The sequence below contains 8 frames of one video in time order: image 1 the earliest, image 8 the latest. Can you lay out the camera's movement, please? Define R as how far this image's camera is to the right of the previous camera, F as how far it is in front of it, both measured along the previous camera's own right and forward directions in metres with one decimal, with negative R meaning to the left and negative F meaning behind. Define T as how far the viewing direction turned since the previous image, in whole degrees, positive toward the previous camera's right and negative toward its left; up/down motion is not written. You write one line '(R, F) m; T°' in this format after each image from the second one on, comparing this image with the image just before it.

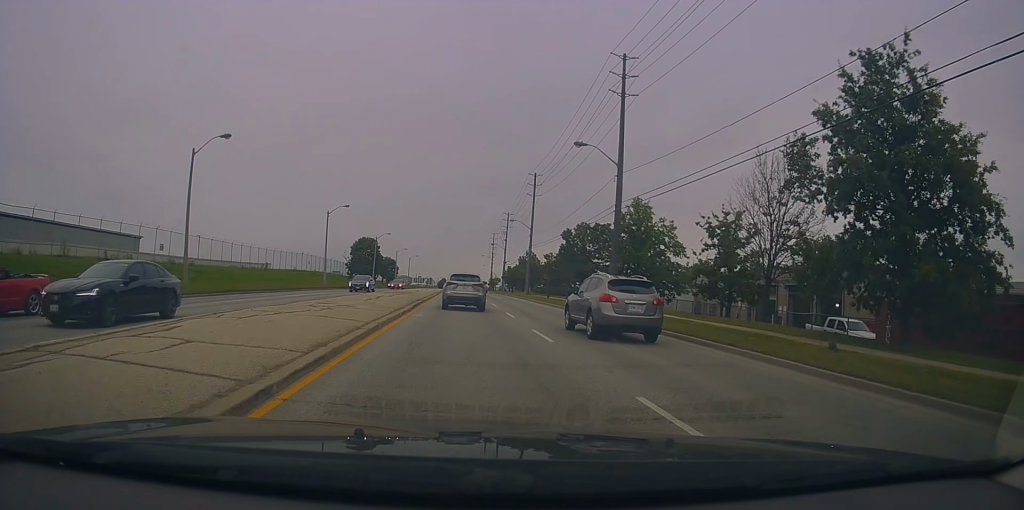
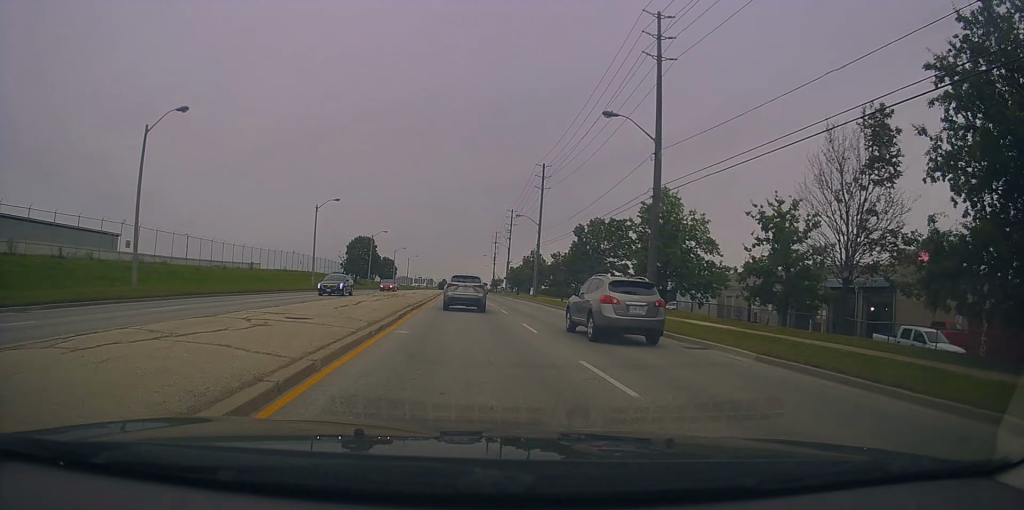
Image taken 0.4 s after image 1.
(+0.1, +6.0) m; +1°
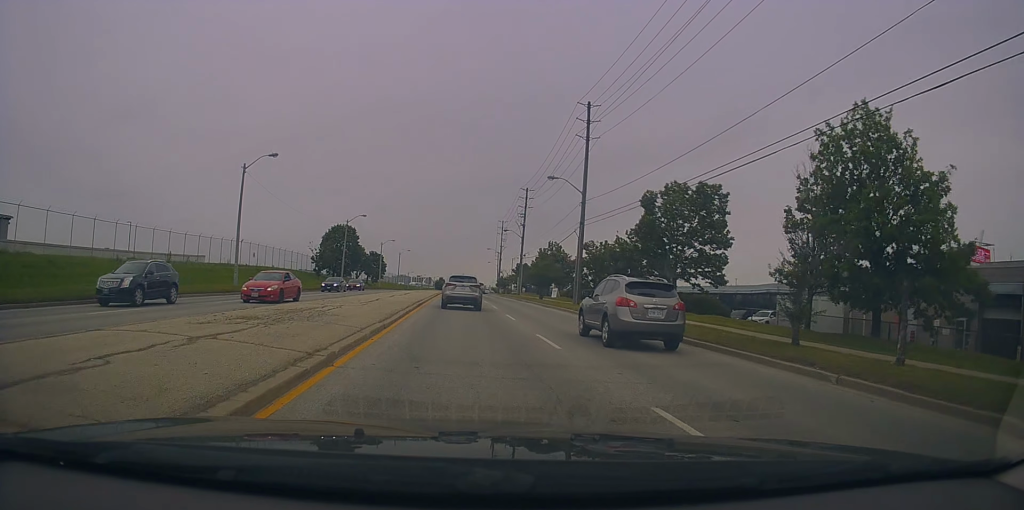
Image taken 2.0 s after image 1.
(-0.2, +22.1) m; 0°
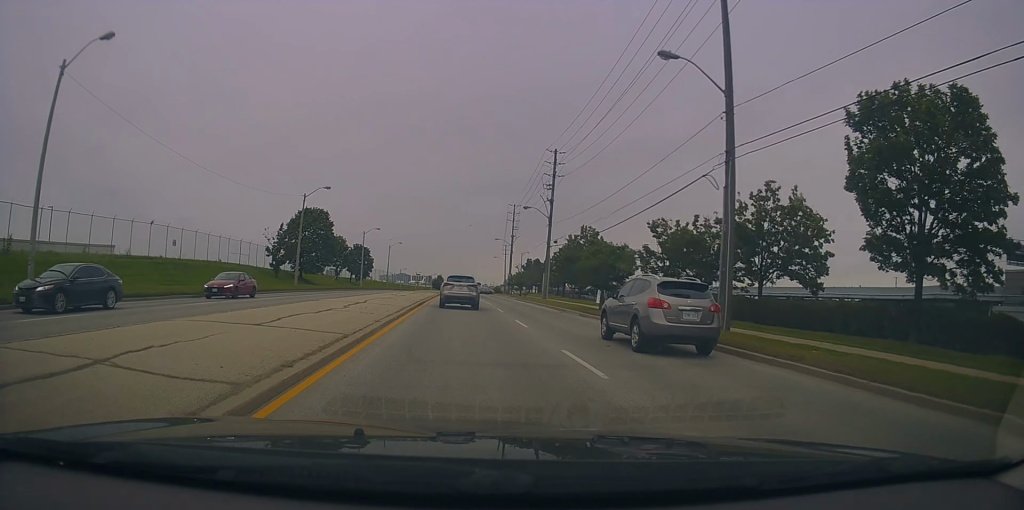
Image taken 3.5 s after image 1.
(+0.3, +22.0) m; 0°
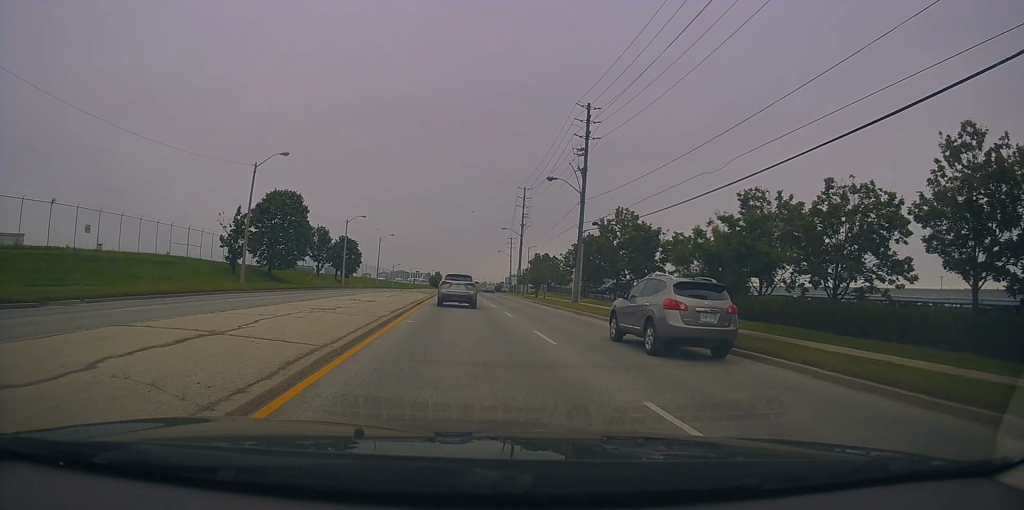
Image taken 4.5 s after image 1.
(-0.4, +13.9) m; -2°
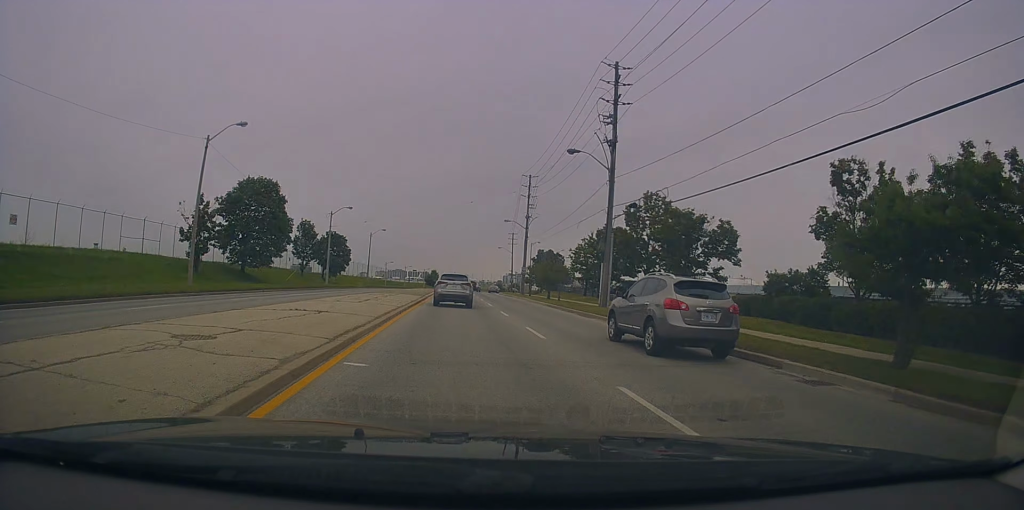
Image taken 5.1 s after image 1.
(-0.1, +8.3) m; +1°
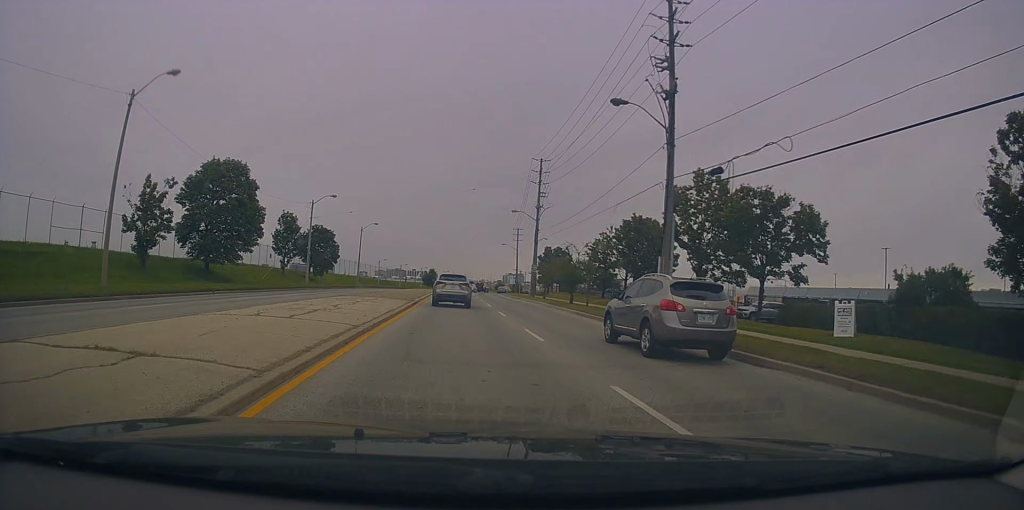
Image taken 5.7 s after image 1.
(+0.1, +9.2) m; +1°
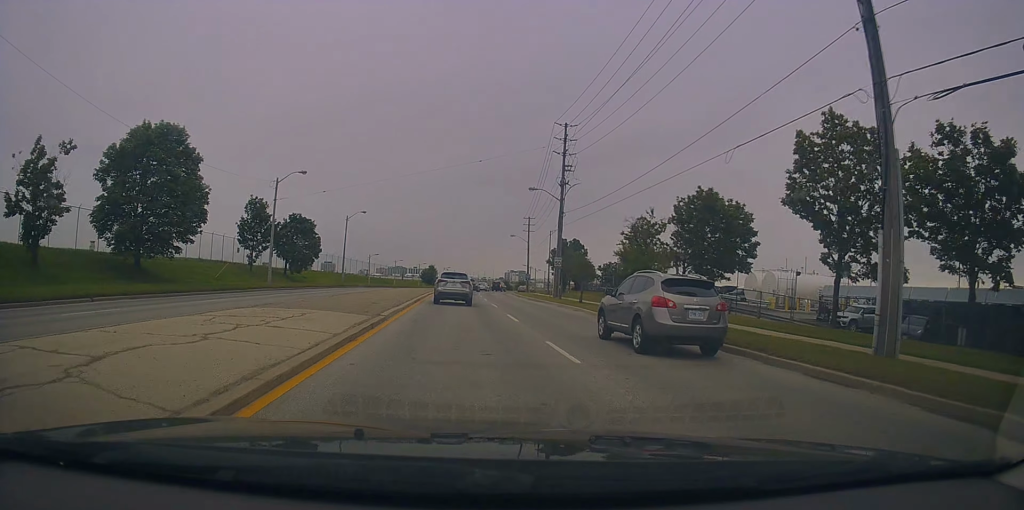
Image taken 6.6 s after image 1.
(+0.4, +13.0) m; +1°
